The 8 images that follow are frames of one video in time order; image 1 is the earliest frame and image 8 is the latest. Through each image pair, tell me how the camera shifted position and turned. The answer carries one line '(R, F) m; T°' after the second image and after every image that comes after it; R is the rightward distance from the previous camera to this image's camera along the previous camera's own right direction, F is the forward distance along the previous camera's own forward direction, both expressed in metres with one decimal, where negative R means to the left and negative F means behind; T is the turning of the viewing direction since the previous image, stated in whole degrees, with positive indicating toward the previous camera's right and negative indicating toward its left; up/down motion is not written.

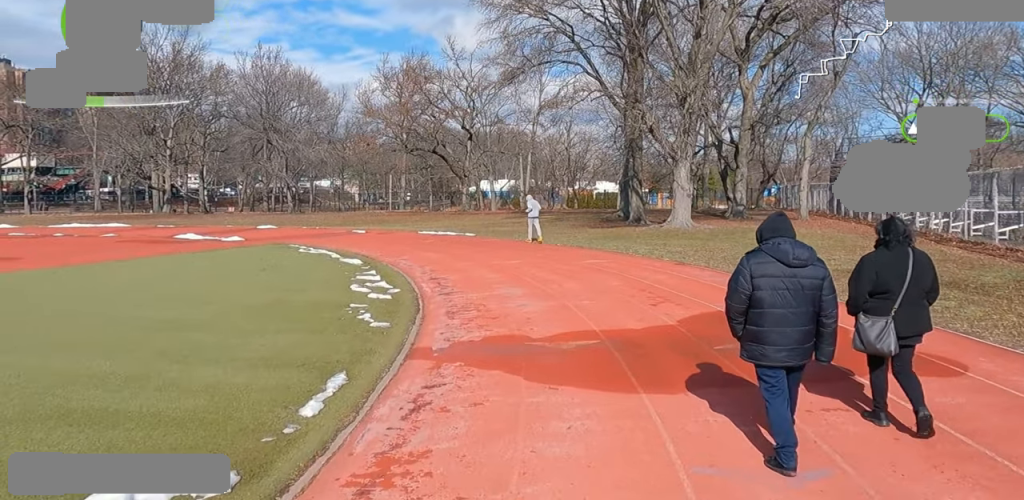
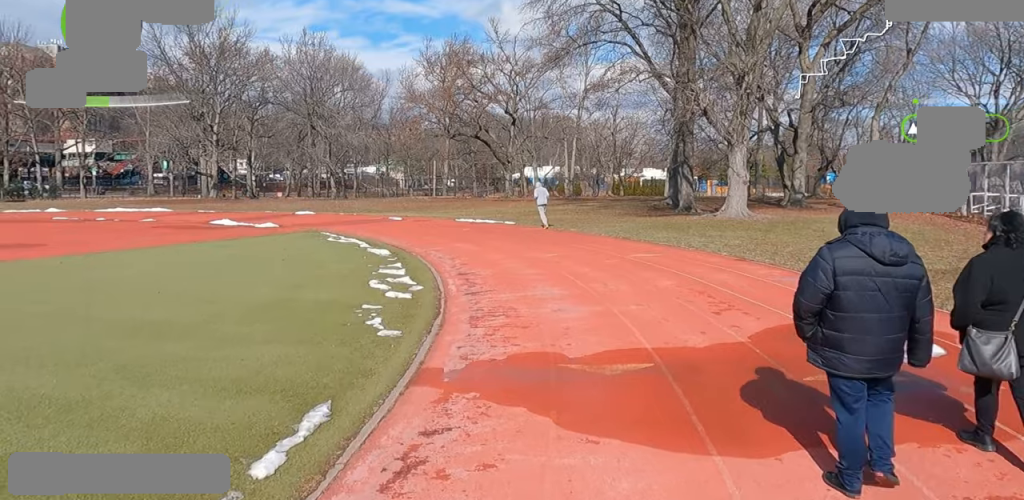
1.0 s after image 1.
(0.0, +1.6) m; -8°
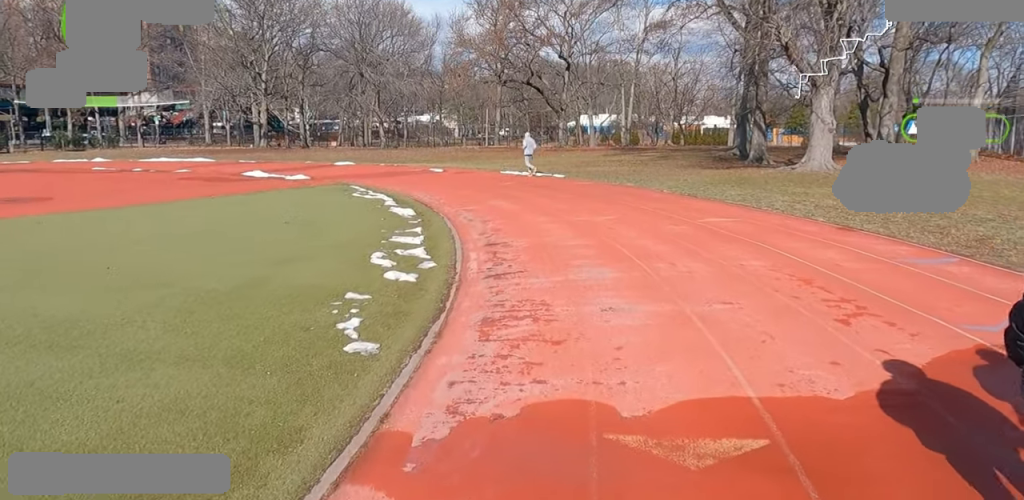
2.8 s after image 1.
(-0.4, +3.3) m; -9°
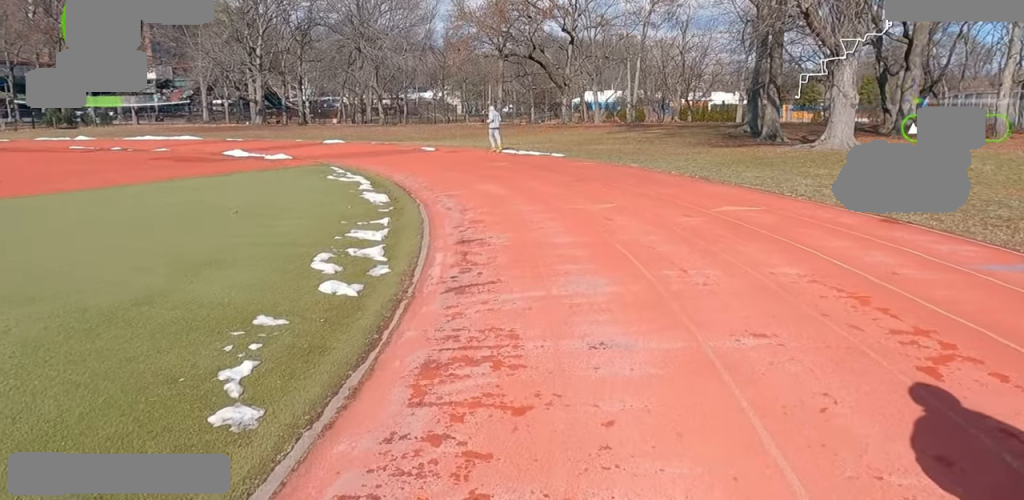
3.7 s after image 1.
(0.0, +2.0) m; -2°
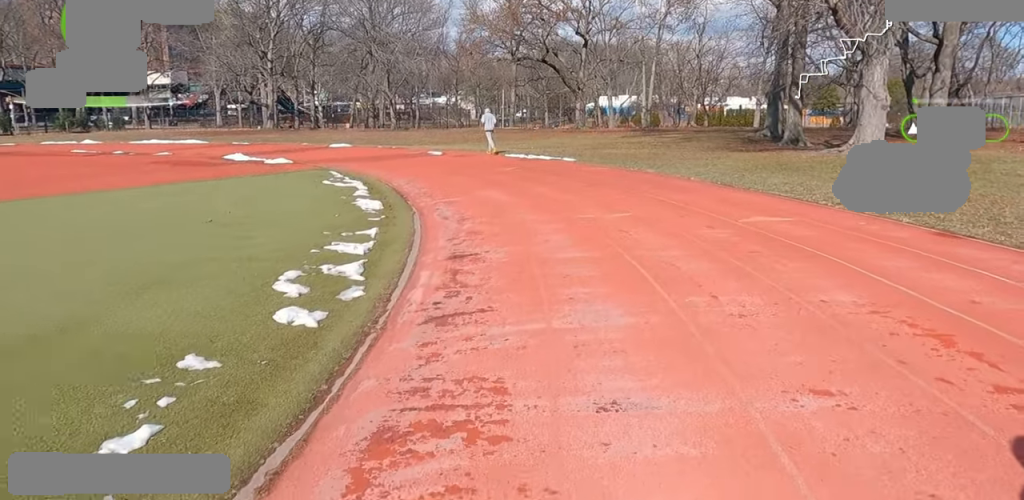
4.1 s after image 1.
(0.0, +1.1) m; -2°
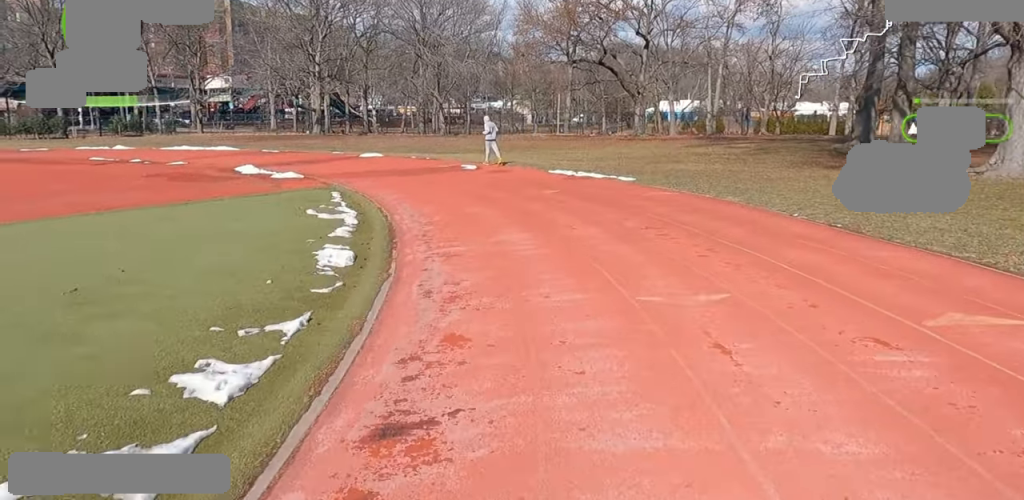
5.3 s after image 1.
(-0.2, +3.3) m; -7°
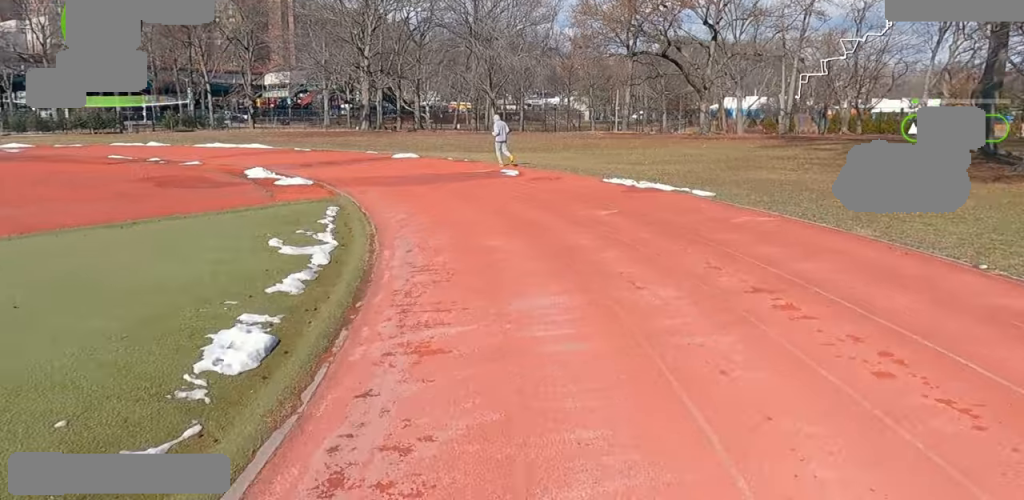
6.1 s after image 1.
(-0.2, +3.0) m; -6°
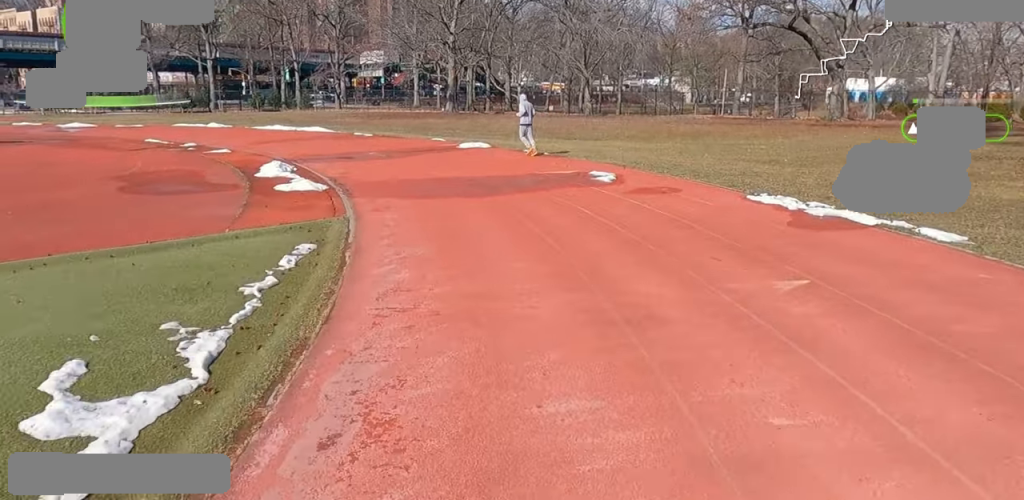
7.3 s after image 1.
(-0.3, +5.0) m; -6°
